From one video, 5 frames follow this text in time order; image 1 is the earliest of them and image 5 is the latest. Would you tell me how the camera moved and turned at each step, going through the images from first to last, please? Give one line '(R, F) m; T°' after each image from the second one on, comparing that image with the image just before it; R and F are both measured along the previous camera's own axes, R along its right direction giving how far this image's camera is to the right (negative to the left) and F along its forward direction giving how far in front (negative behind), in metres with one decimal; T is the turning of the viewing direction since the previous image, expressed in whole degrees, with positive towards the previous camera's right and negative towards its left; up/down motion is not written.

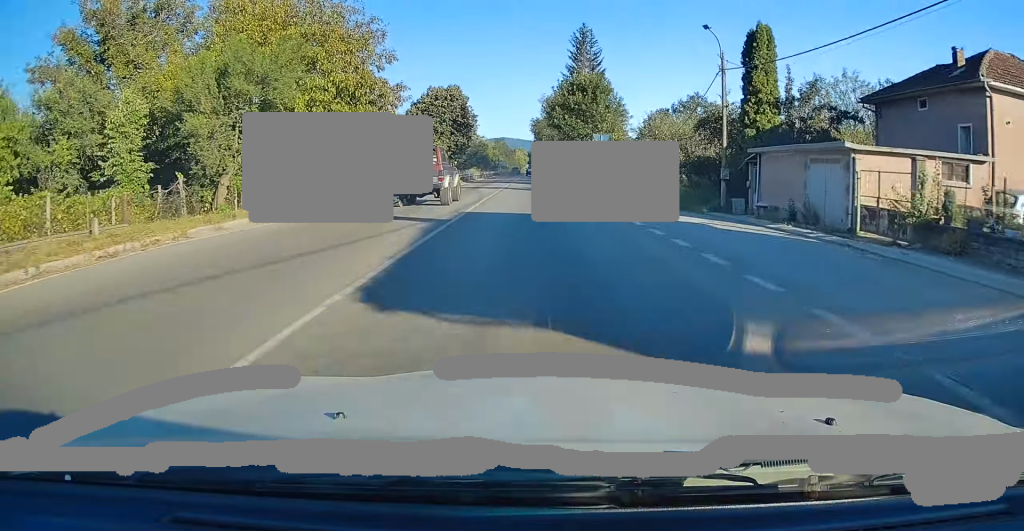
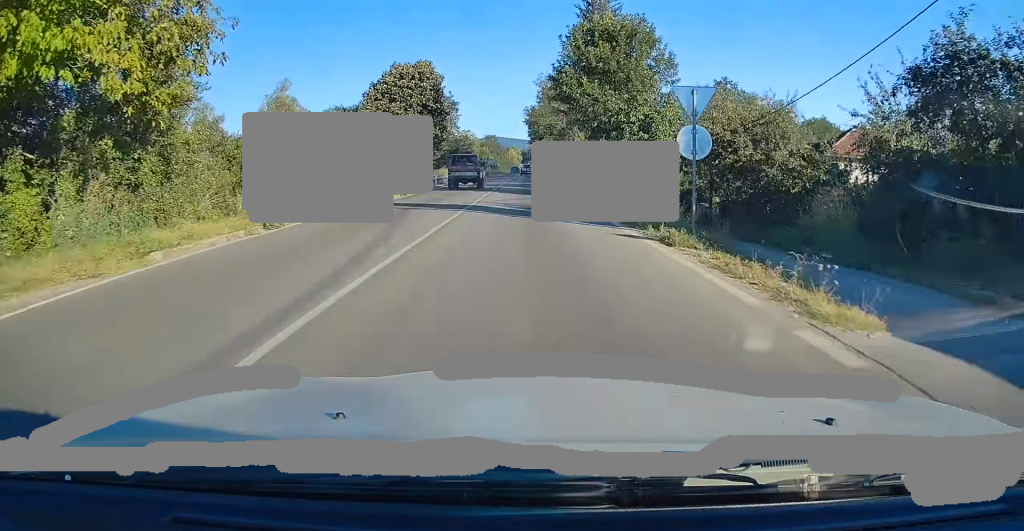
(-0.1, +18.5) m; -1°
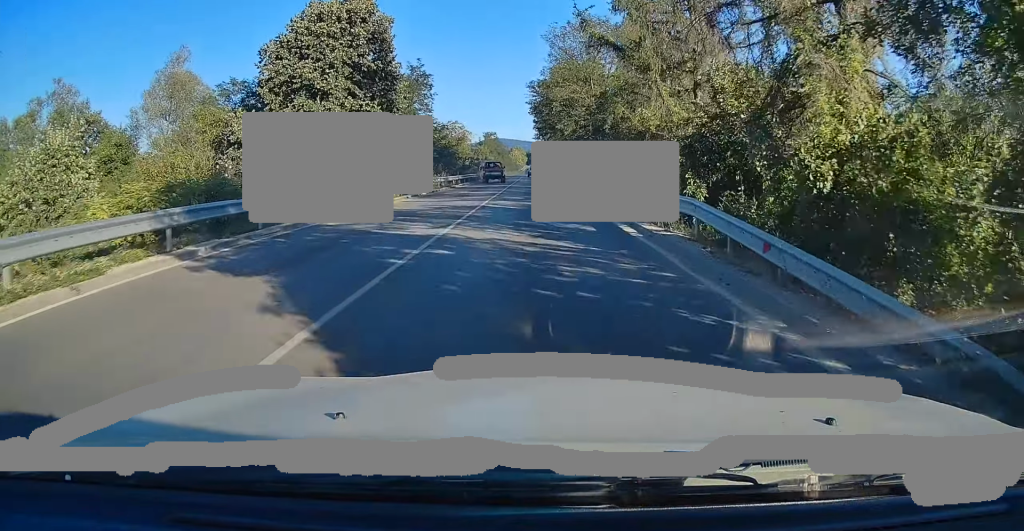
(0.0, +25.2) m; +1°
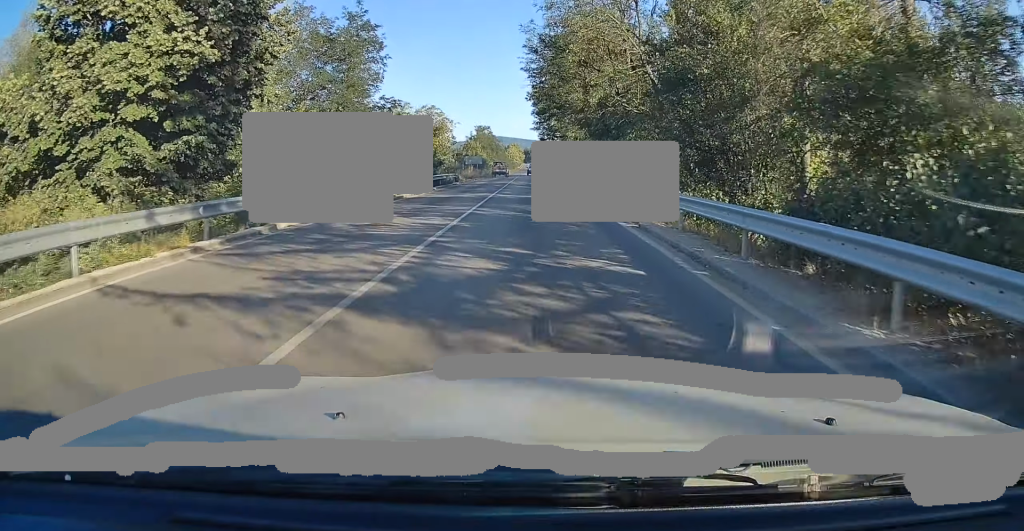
(+0.2, +18.1) m; 0°
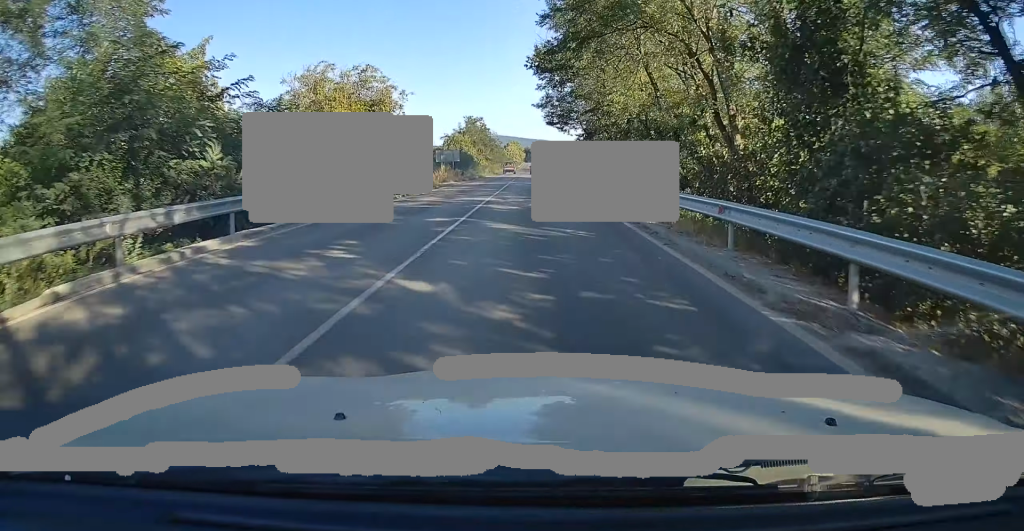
(-0.3, +26.8) m; 0°
